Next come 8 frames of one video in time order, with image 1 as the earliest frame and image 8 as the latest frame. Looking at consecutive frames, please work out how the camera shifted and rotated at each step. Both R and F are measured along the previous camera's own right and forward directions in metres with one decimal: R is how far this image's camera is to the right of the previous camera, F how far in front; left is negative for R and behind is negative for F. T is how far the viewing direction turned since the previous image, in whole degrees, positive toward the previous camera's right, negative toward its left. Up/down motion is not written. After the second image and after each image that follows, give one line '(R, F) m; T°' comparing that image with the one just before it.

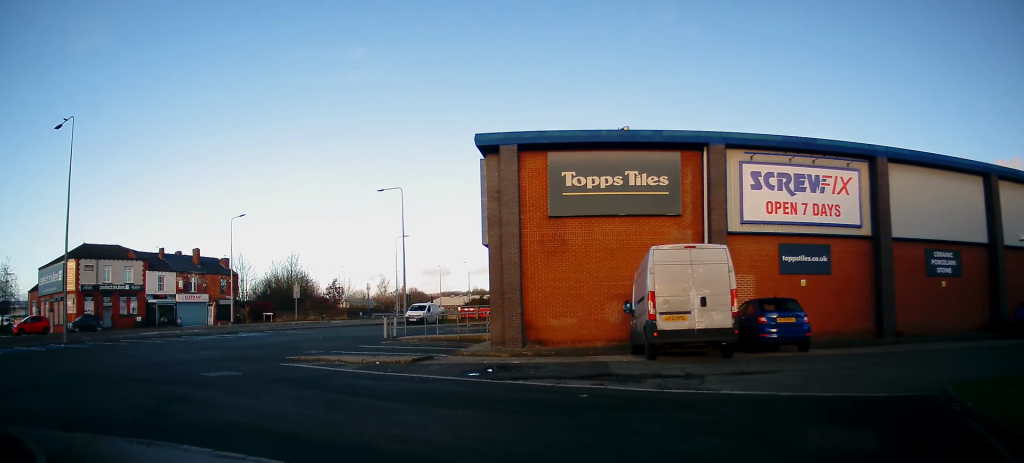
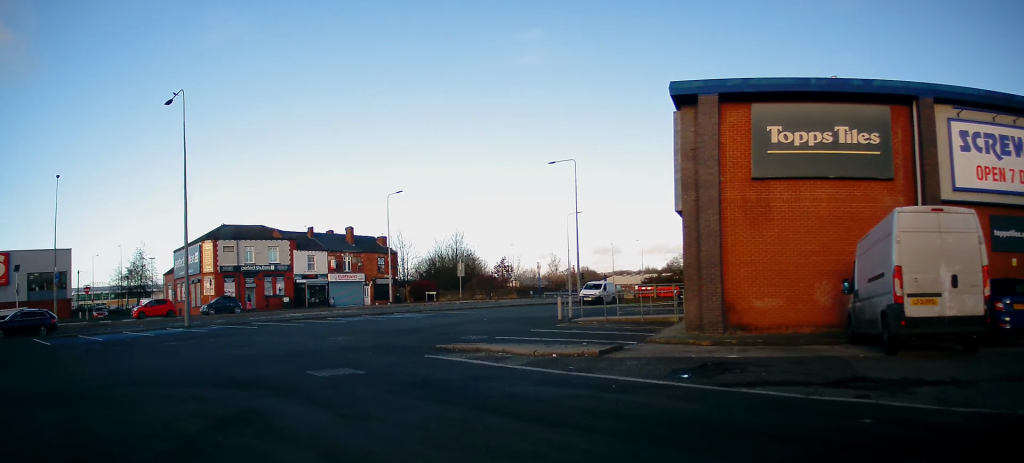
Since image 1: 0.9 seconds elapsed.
(-0.4, +2.8) m; -19°
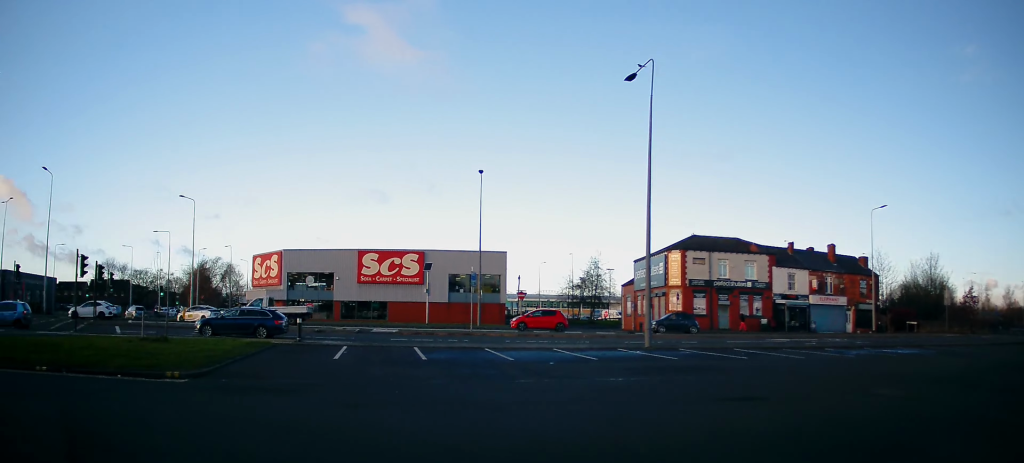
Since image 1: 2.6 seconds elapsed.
(-2.3, +5.2) m; -52°
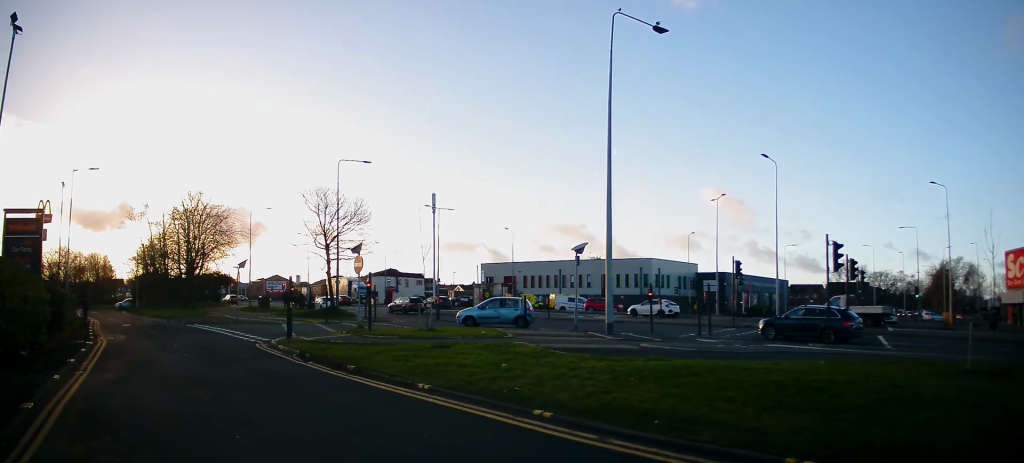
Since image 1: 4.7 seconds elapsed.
(-4.5, +5.2) m; -75°
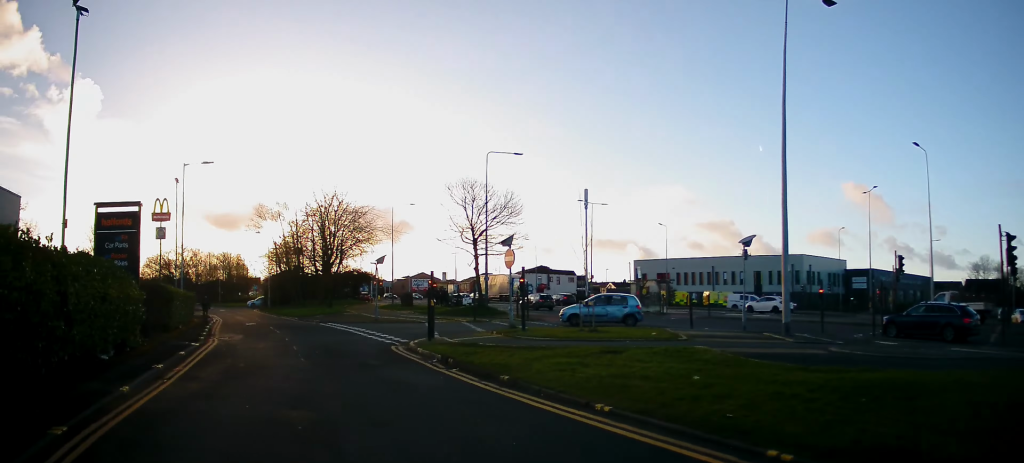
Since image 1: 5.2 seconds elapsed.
(-0.1, +2.0) m; -14°
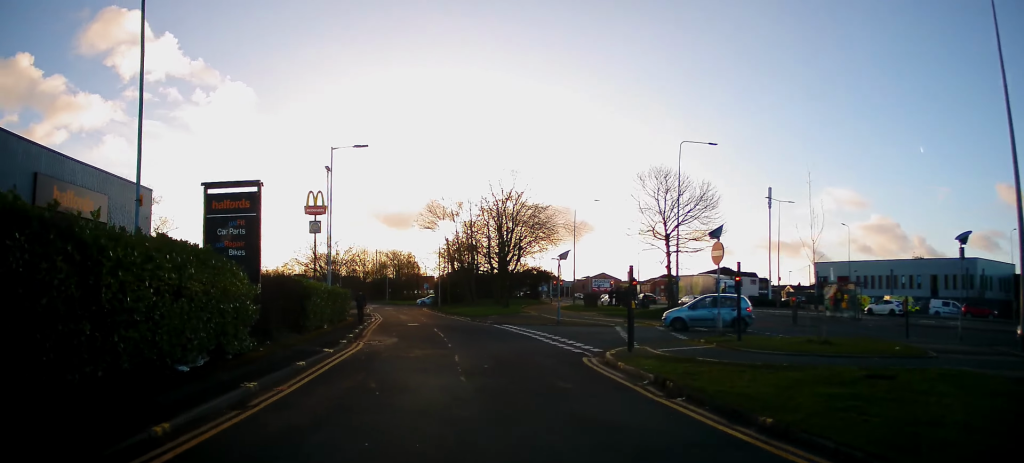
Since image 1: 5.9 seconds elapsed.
(-0.7, +3.2) m; -11°
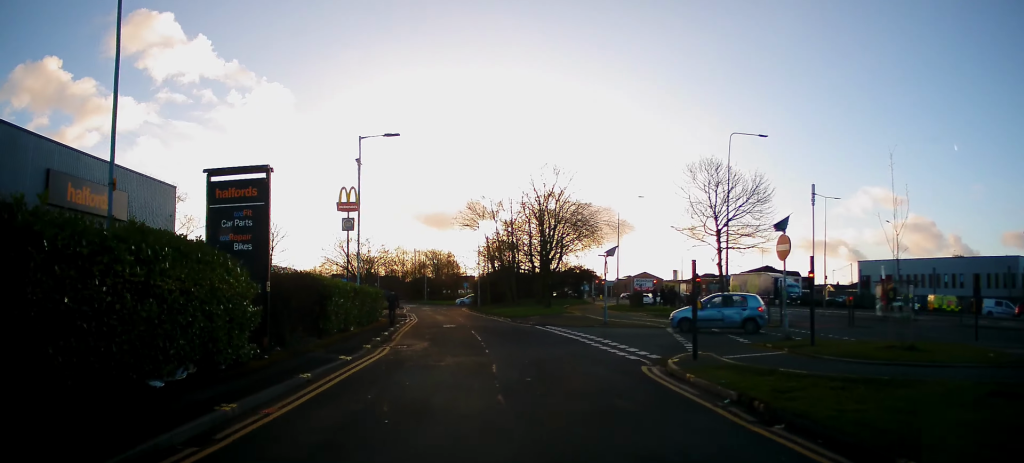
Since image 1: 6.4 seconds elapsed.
(-0.1, +2.0) m; -5°
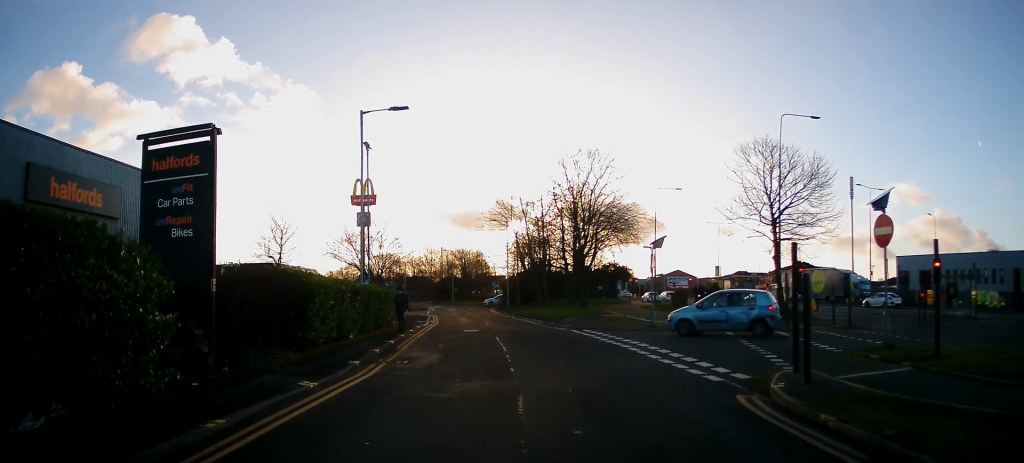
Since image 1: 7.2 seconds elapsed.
(0.0, +3.7) m; -3°
